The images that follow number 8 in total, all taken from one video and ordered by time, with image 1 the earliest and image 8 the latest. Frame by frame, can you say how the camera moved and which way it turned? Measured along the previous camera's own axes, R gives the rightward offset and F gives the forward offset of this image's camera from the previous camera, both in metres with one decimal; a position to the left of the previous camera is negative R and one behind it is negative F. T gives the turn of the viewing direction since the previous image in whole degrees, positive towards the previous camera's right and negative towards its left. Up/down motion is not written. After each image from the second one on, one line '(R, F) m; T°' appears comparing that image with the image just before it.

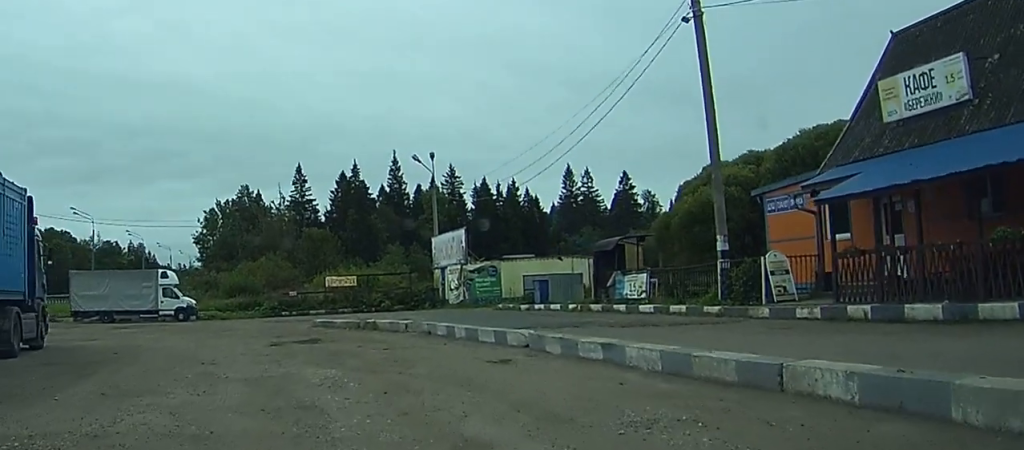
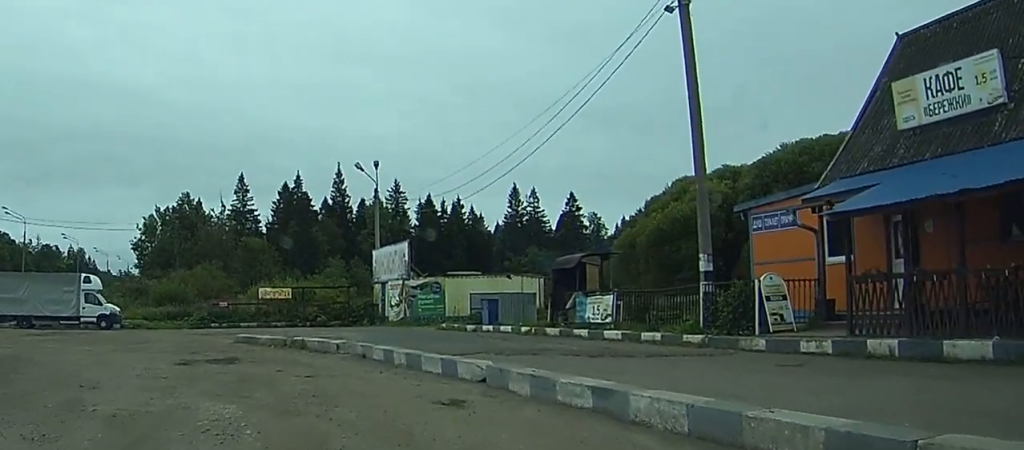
(0.0, +3.1) m; +1°
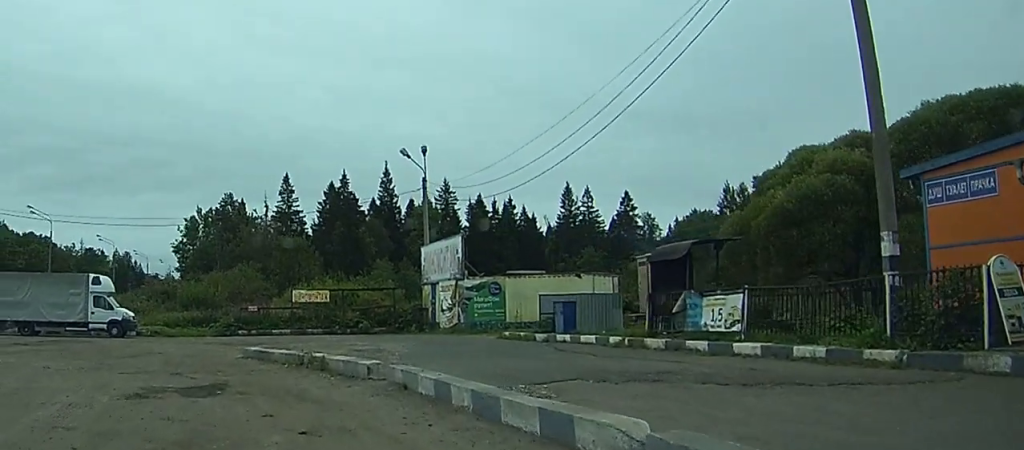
(+0.2, +6.1) m; 0°
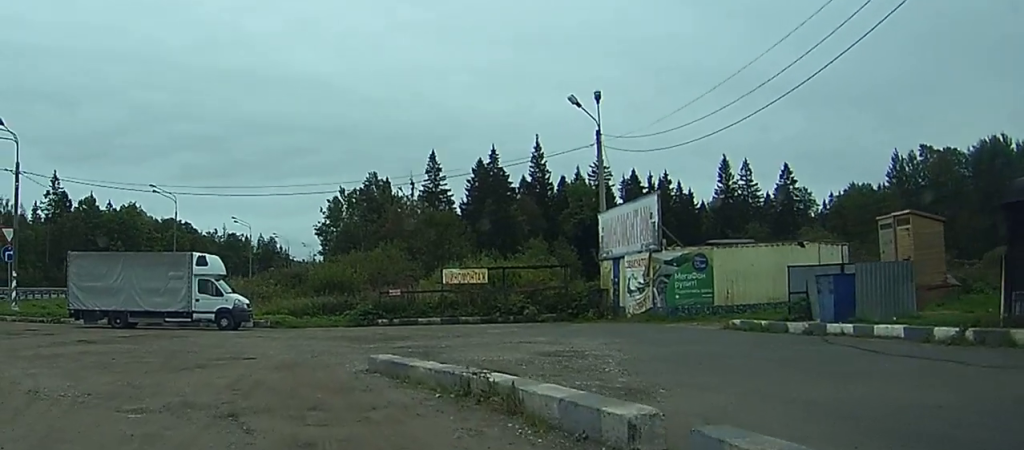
(-0.4, +8.3) m; -6°
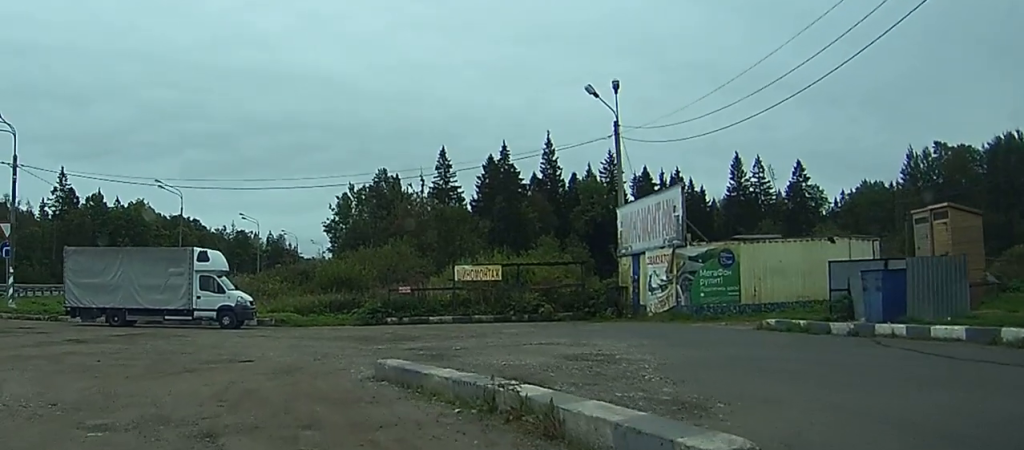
(0.0, +1.6) m; -2°
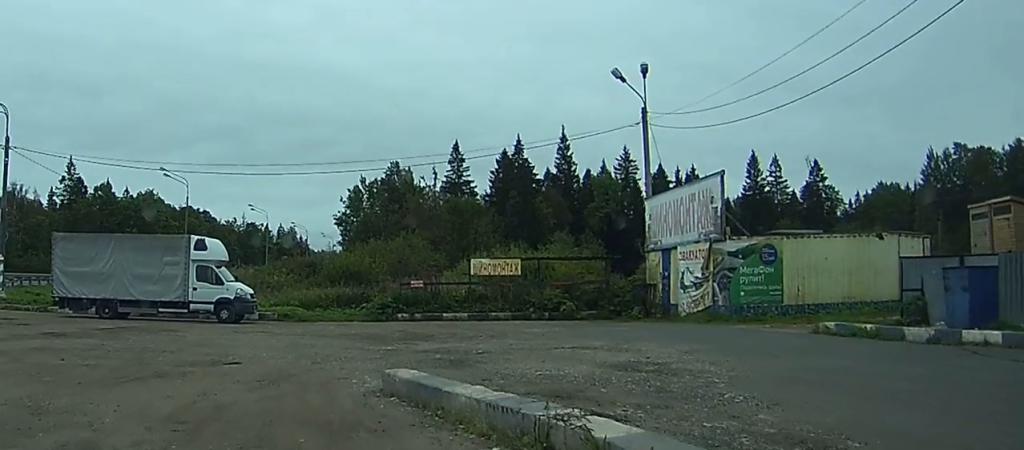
(-0.1, +2.7) m; -5°
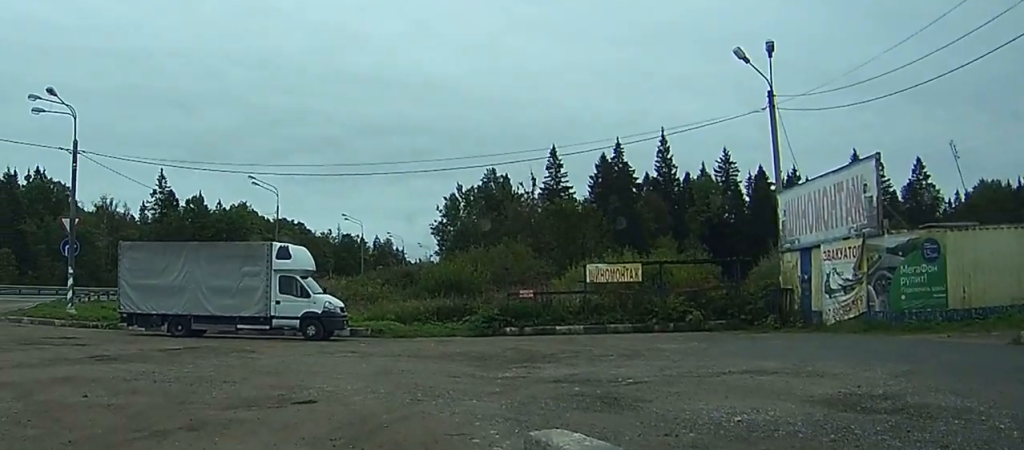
(-0.4, +4.4) m; -7°
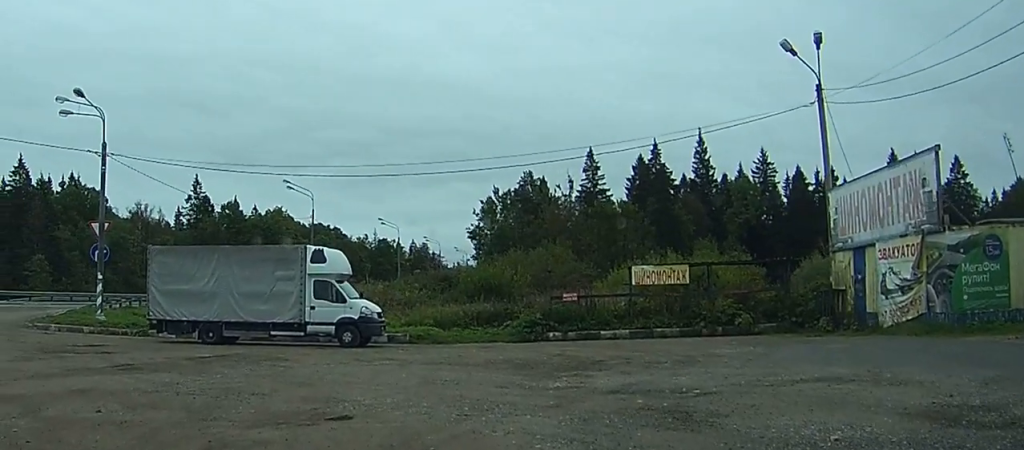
(0.0, +1.9) m; -2°
